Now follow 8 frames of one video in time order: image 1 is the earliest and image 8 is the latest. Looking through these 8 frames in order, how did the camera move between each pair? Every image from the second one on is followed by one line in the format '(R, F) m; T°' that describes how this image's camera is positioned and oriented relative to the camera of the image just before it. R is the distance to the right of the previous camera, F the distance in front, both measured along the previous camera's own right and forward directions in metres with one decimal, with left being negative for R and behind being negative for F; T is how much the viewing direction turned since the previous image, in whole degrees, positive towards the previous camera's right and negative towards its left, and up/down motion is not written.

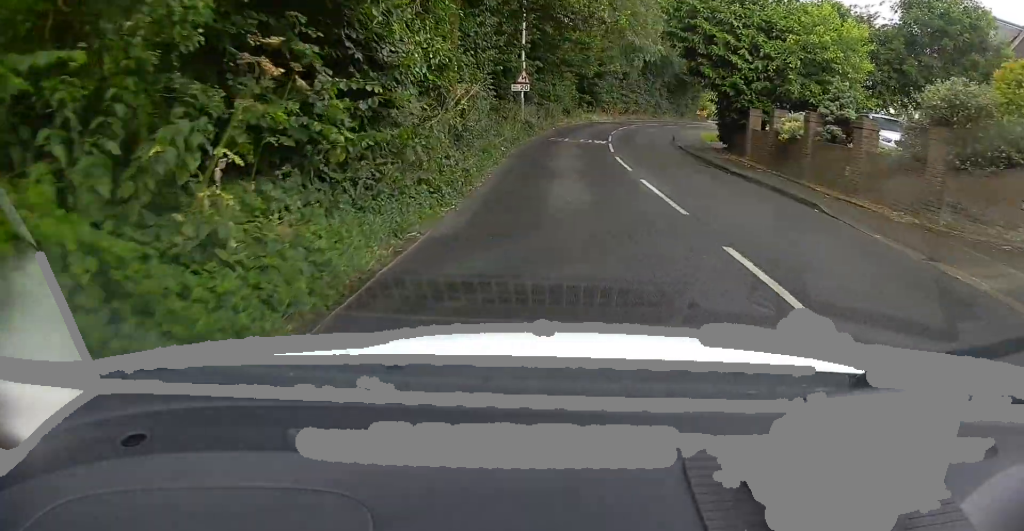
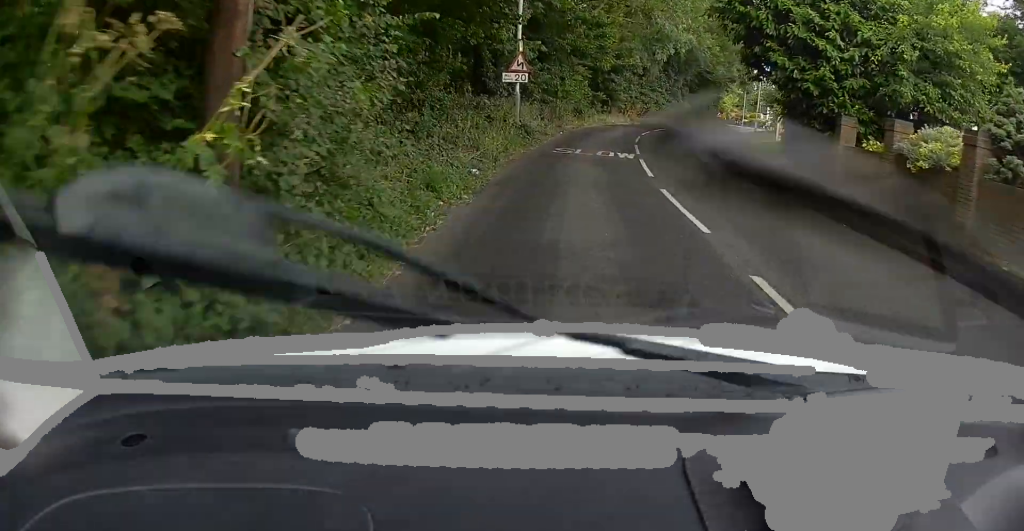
(0.0, +7.5) m; 0°
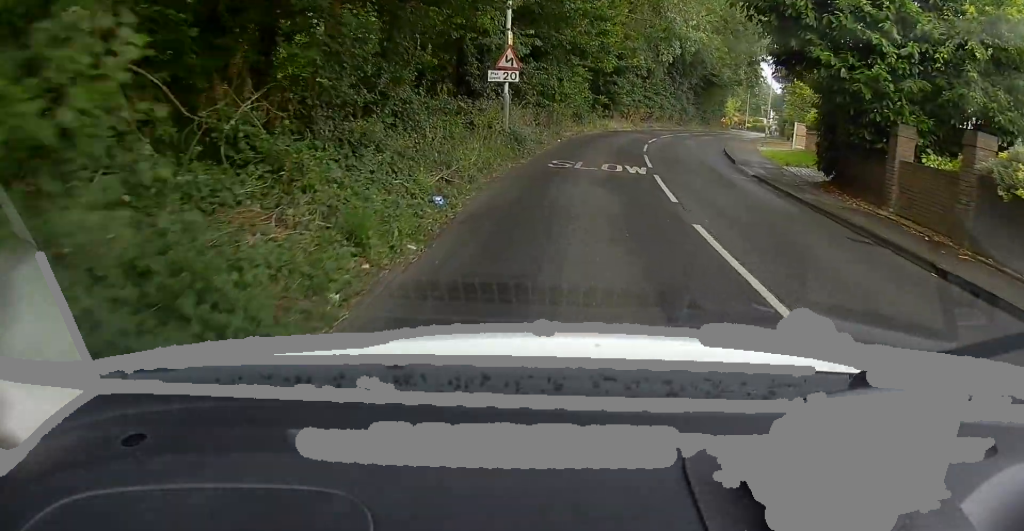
(0.0, +3.3) m; +1°
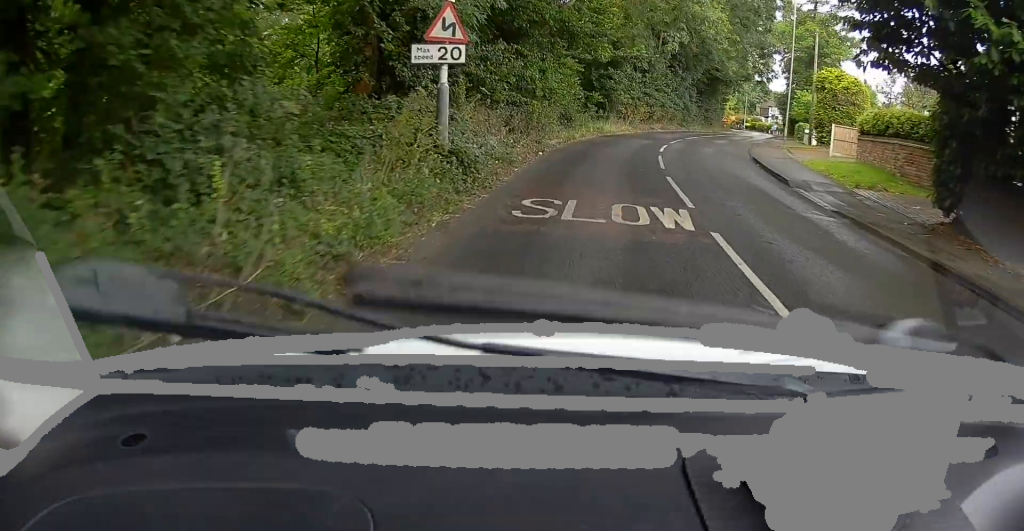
(0.0, +6.8) m; +2°
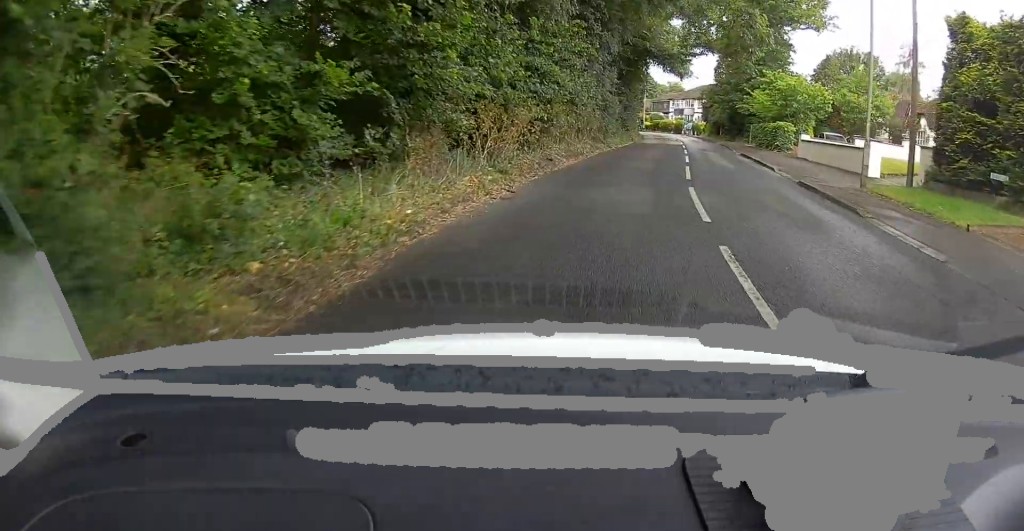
(+1.4, +23.5) m; +8°
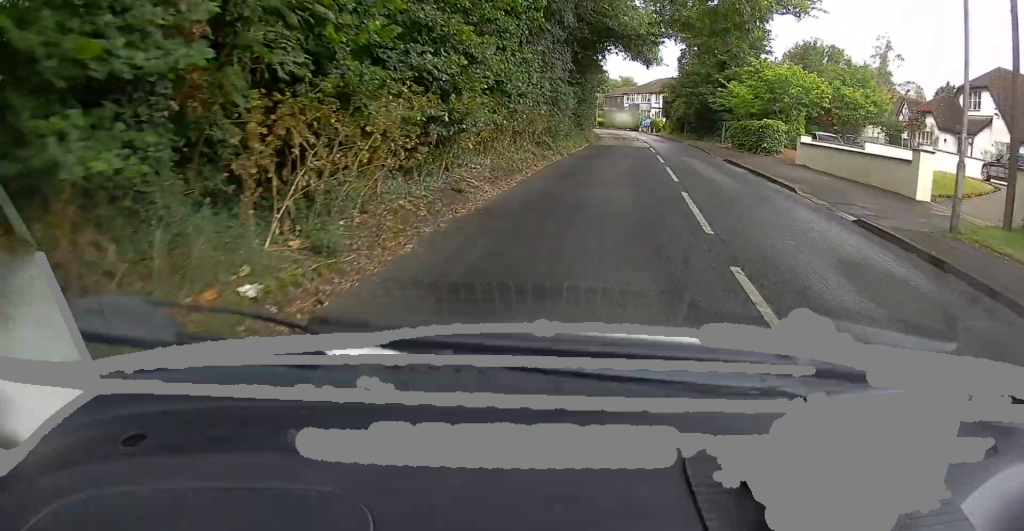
(+0.3, +6.5) m; +3°
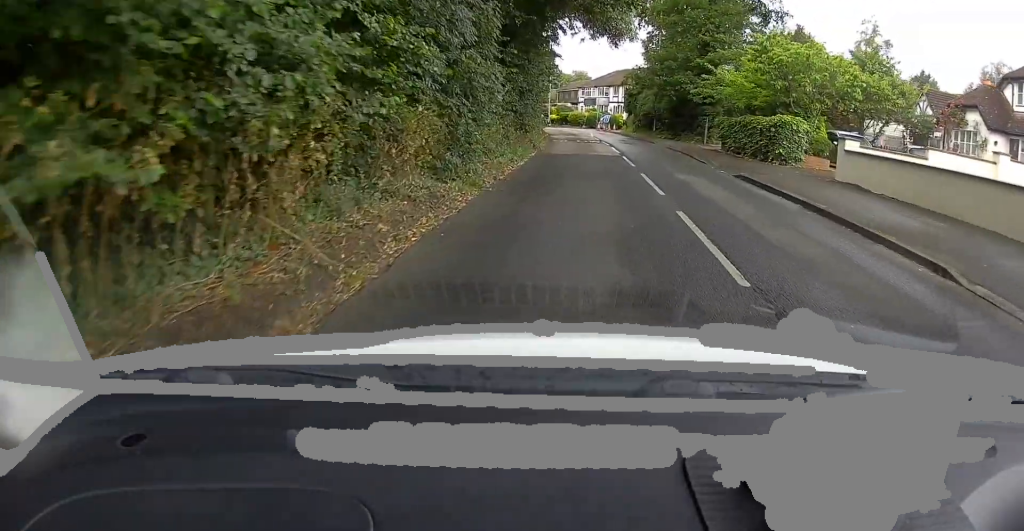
(+0.2, +8.9) m; +4°
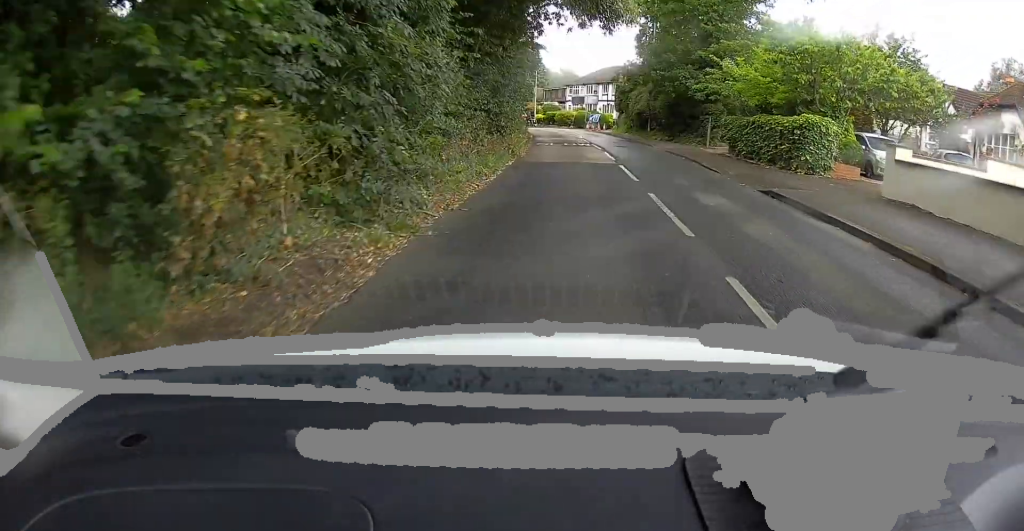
(+0.2, +4.0) m; +1°
